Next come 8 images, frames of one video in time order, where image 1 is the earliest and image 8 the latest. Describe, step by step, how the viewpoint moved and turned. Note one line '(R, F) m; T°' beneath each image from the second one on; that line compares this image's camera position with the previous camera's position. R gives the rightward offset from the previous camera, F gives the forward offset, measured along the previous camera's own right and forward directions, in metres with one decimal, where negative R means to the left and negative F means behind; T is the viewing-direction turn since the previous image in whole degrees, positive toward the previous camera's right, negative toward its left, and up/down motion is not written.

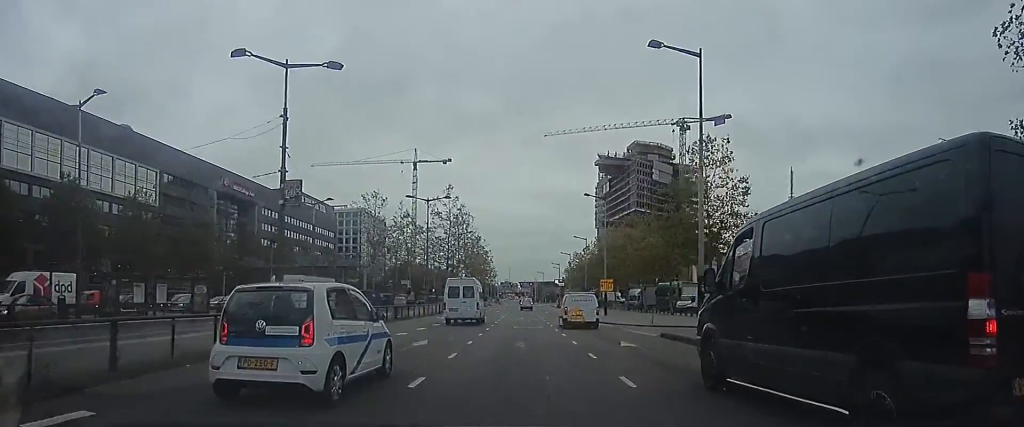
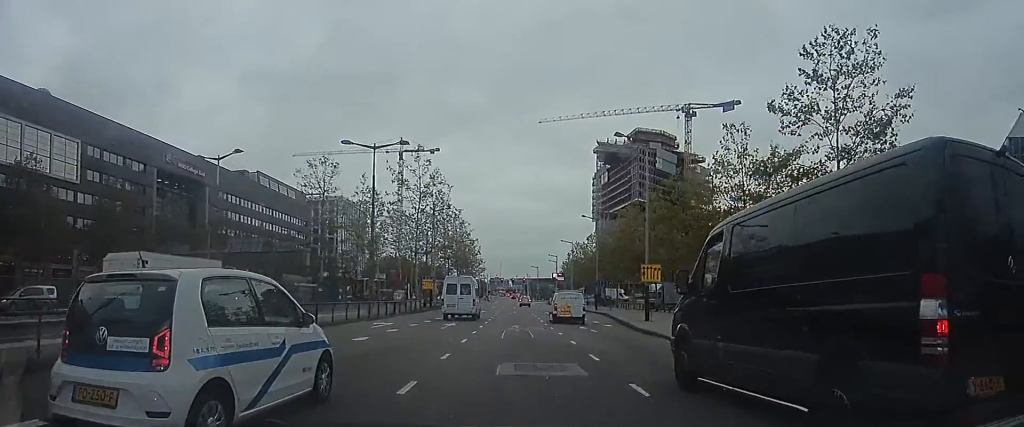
(-0.5, +16.2) m; 0°
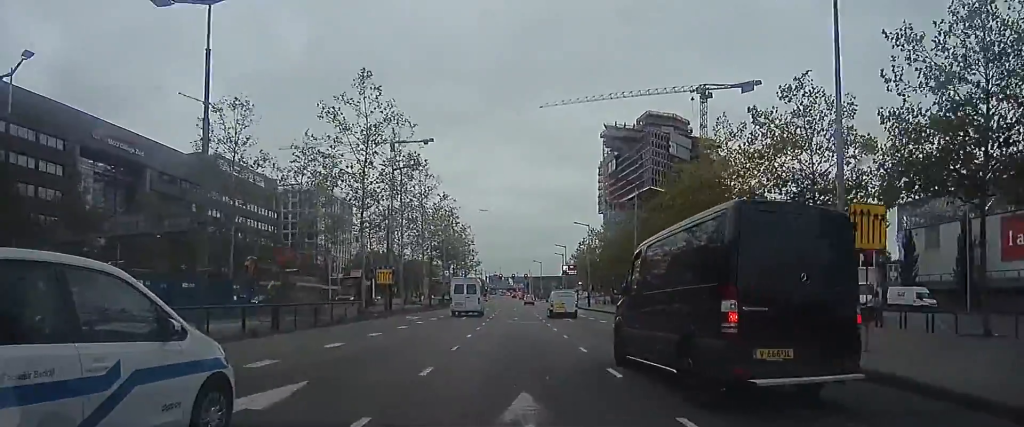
(-0.4, +19.5) m; 0°
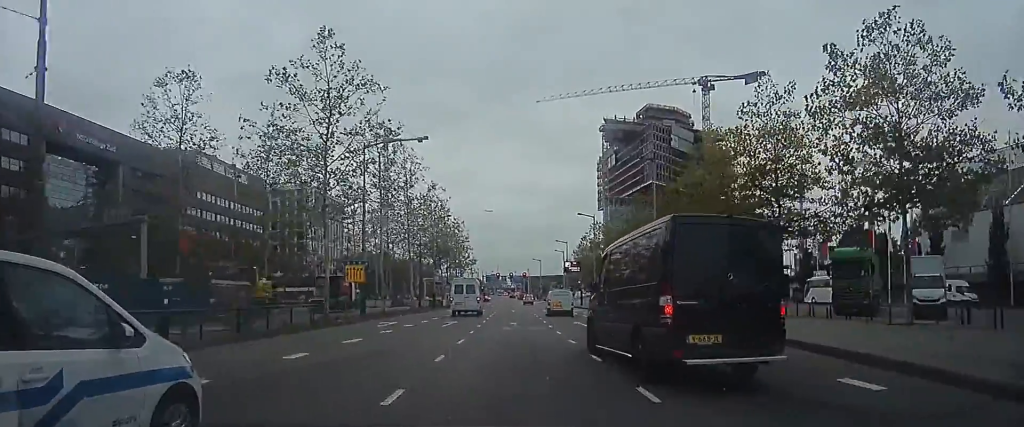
(+0.5, +6.5) m; 0°
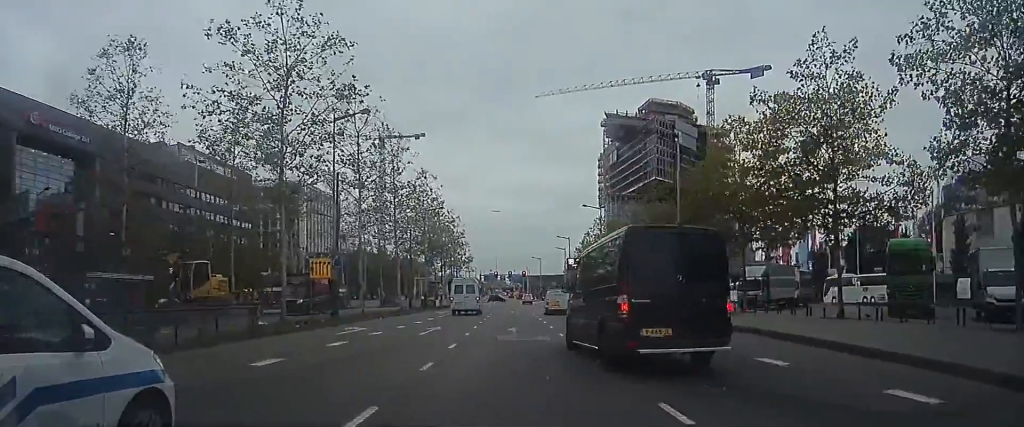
(+0.2, +5.4) m; 0°
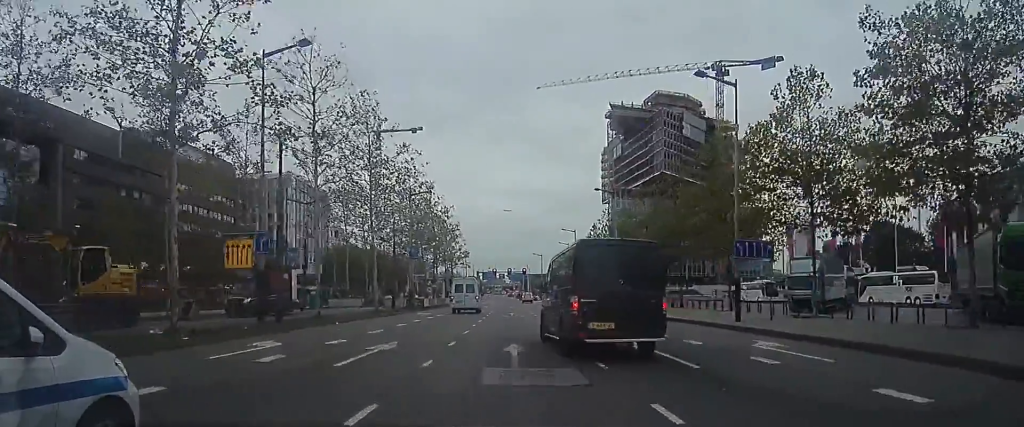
(-0.5, +8.1) m; +1°
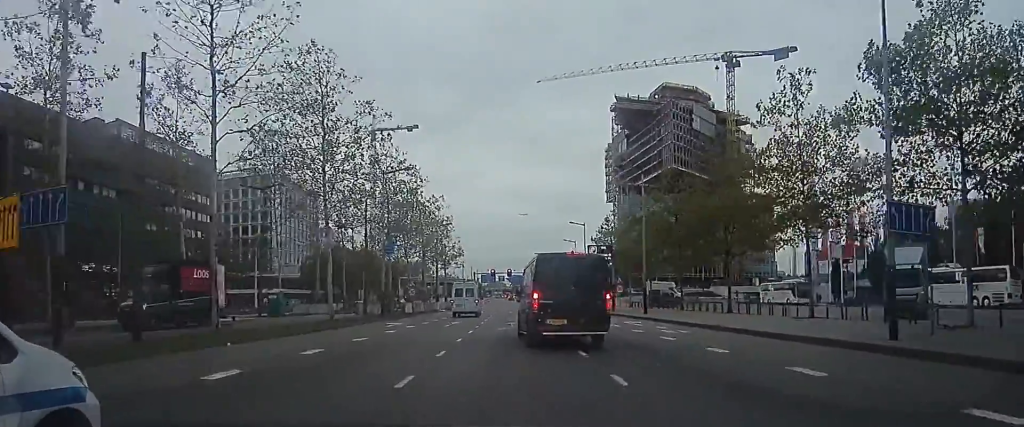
(+0.7, +9.9) m; 0°
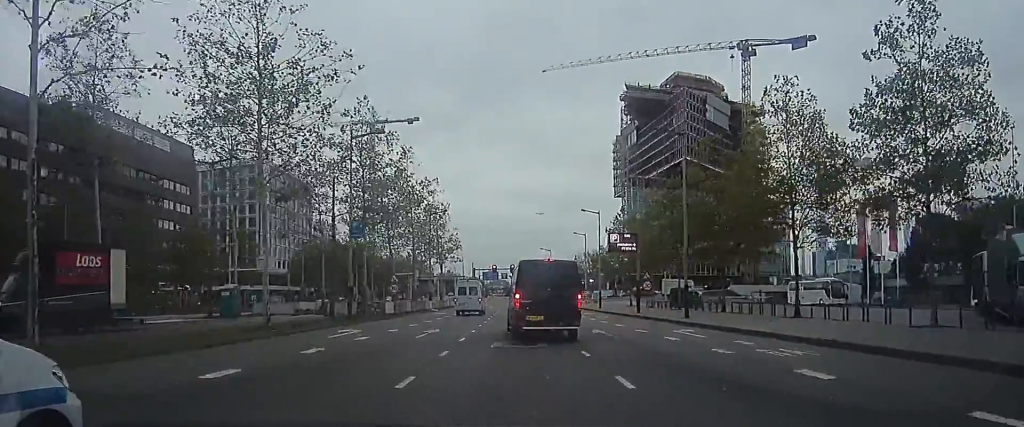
(-0.5, +8.3) m; 0°
